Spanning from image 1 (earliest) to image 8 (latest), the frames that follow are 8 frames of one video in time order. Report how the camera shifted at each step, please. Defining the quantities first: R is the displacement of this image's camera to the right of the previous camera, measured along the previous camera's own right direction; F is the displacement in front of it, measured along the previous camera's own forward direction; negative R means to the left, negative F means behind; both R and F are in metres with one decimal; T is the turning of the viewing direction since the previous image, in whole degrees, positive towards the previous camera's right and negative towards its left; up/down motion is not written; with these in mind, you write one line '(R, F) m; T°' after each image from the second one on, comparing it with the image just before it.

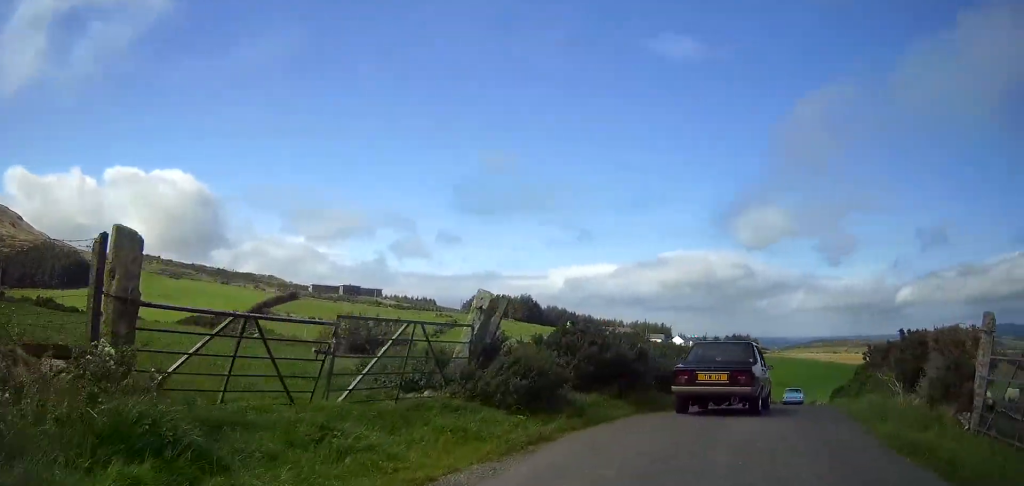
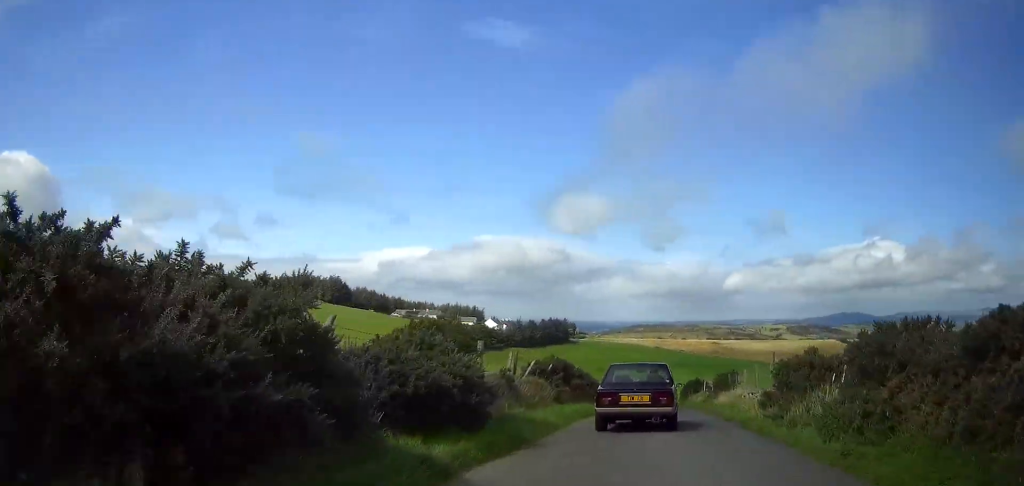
(+1.0, +10.2) m; +8°
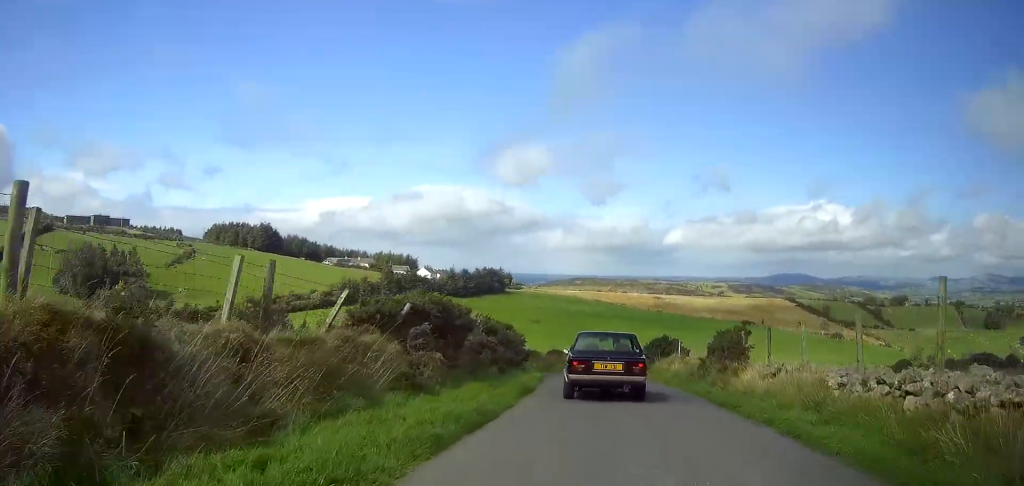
(+0.5, +13.0) m; +3°
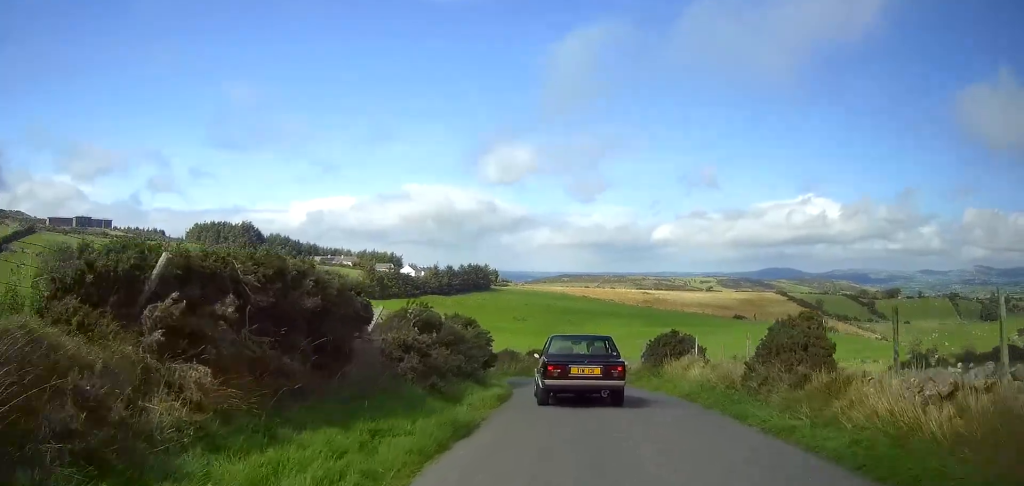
(+0.1, +6.7) m; -1°
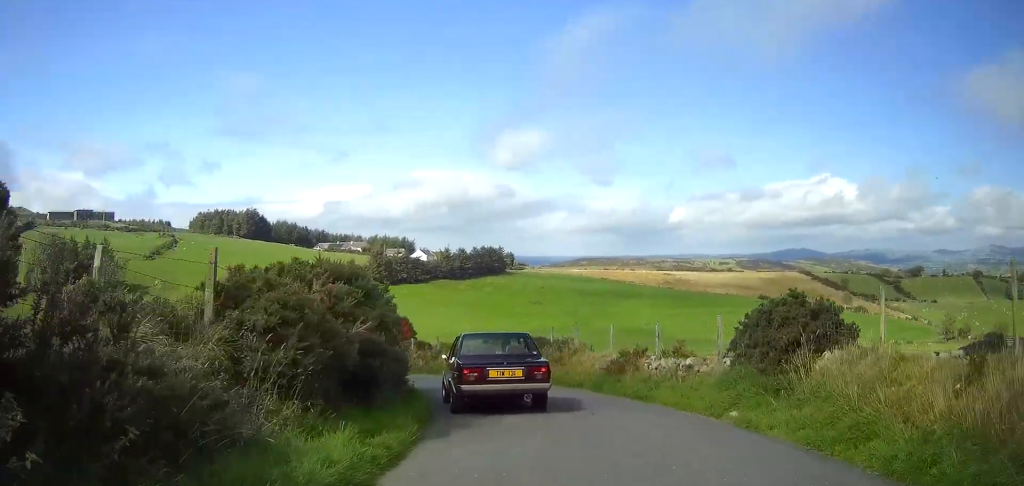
(-0.2, +12.1) m; -7°
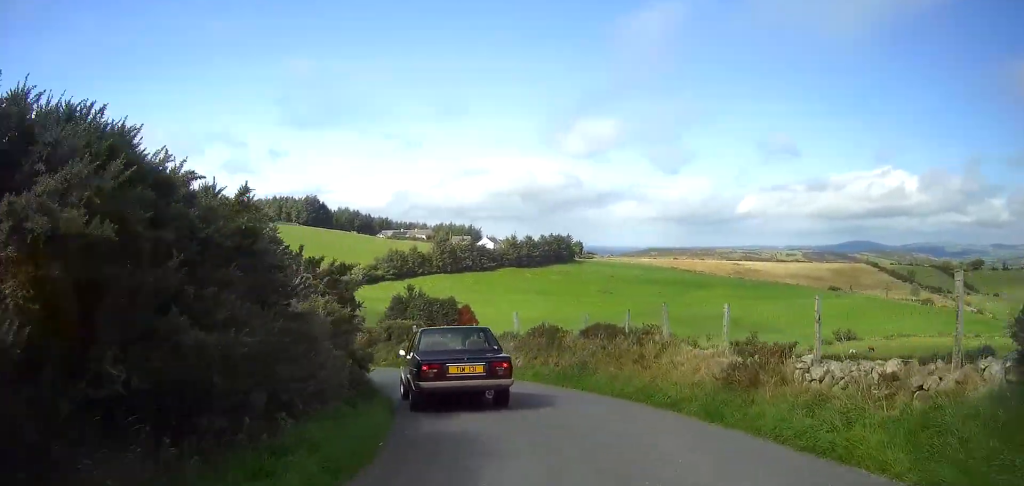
(-0.6, +7.0) m; -9°
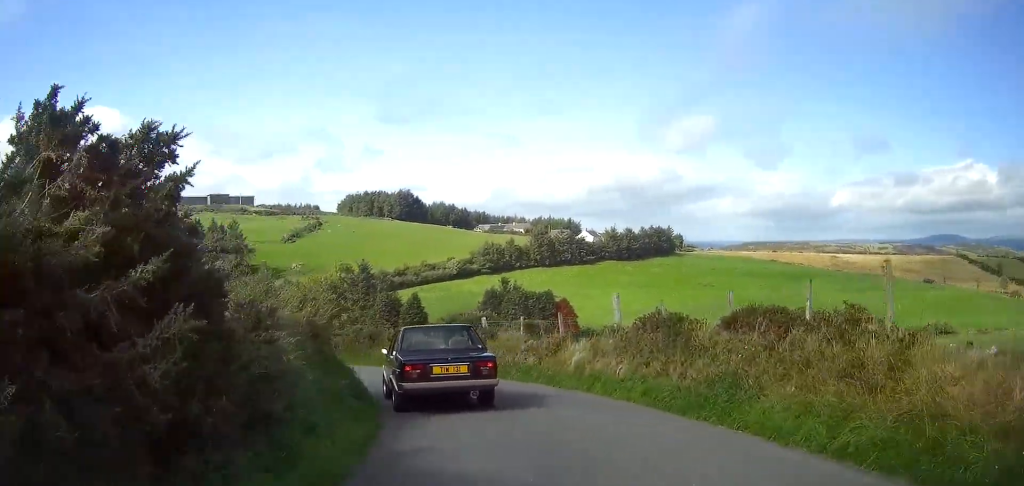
(-0.5, +6.5) m; -9°
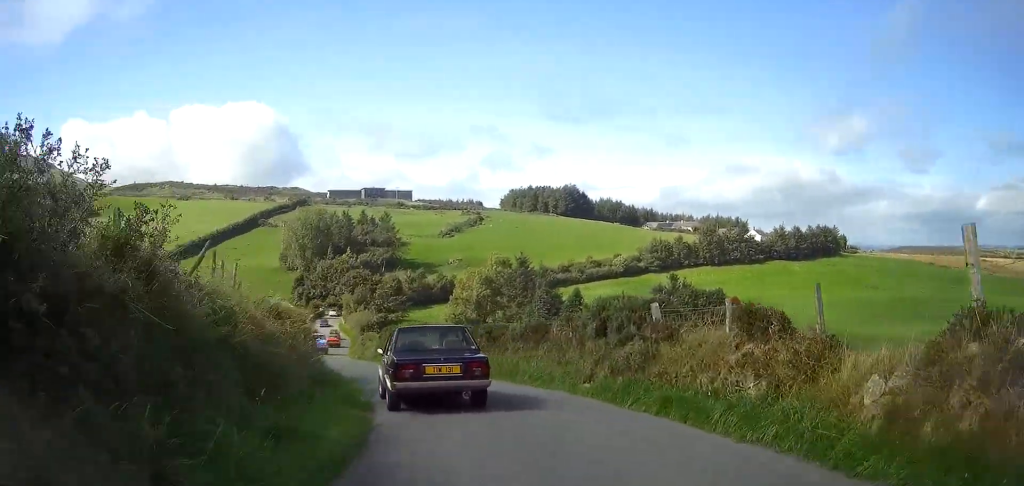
(-1.0, +9.0) m; -13°
